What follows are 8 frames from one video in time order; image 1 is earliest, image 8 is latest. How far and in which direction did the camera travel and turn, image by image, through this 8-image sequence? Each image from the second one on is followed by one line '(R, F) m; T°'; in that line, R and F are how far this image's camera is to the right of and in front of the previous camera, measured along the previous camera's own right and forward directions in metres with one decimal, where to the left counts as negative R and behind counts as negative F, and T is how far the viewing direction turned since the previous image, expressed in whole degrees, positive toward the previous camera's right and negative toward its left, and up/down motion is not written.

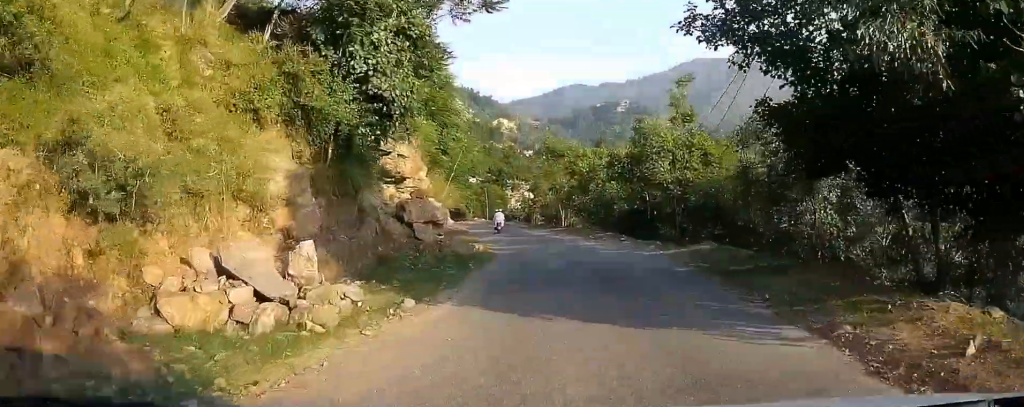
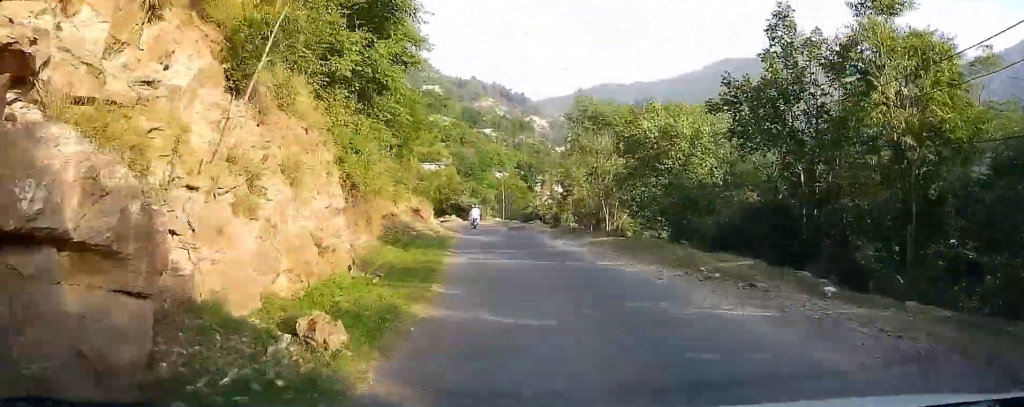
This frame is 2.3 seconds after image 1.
(0.0, +16.0) m; -3°
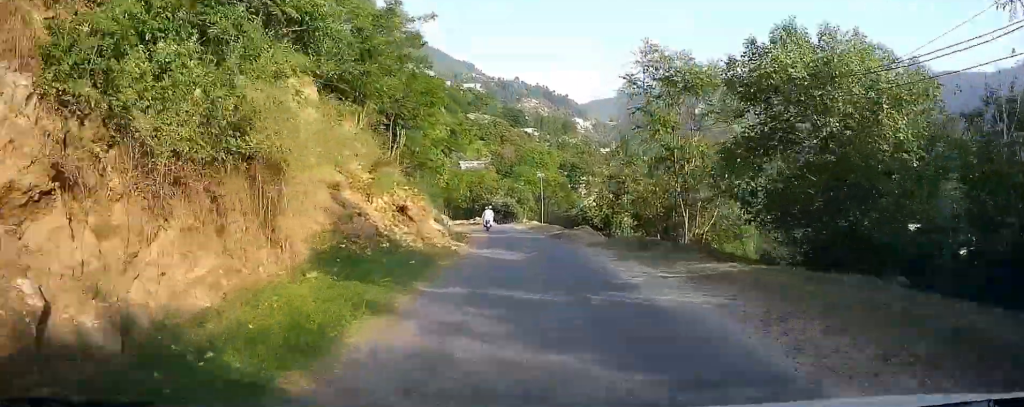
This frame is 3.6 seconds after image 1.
(-0.5, +10.0) m; -3°
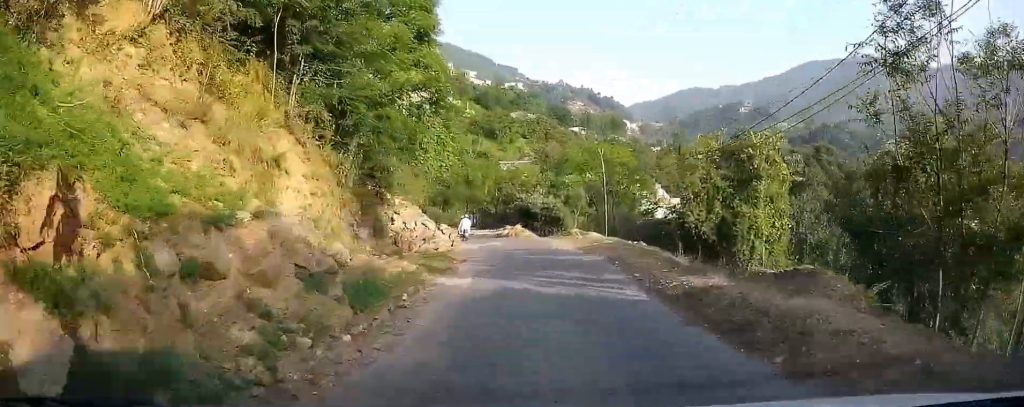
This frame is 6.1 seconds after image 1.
(-0.6, +19.0) m; -5°
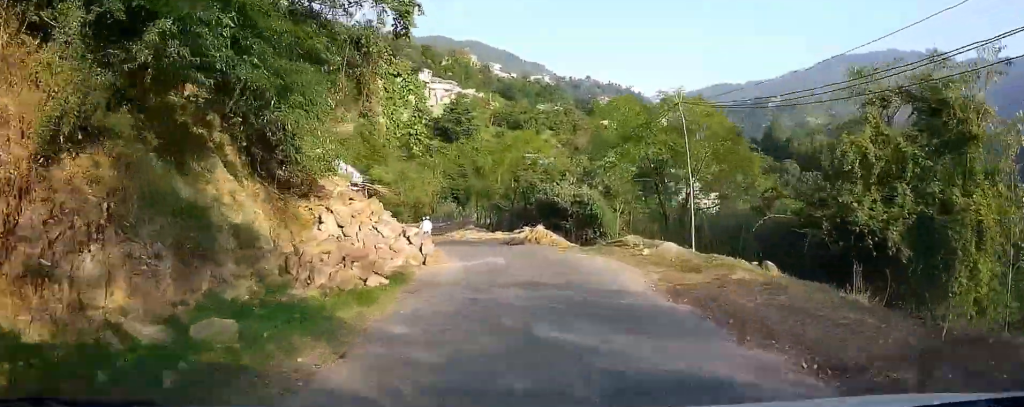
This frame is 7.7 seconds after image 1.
(-0.6, +12.3) m; -4°
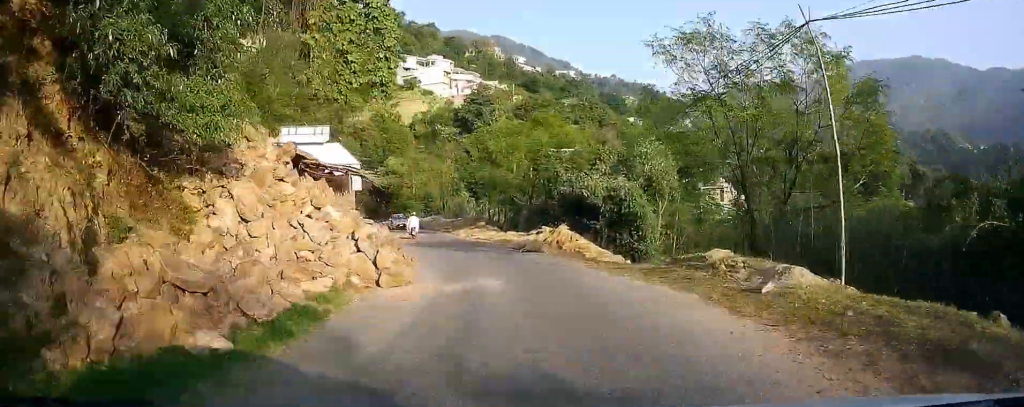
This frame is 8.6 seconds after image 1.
(-0.1, +6.9) m; -2°
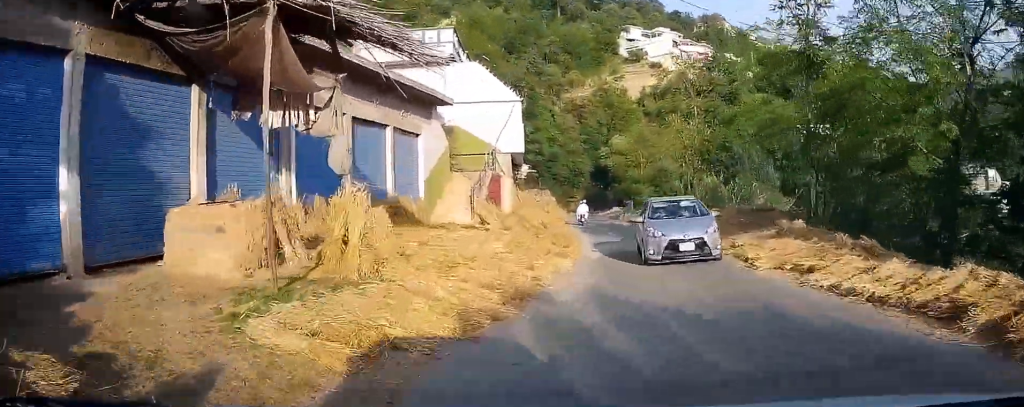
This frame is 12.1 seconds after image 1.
(-2.4, +23.6) m; -16°
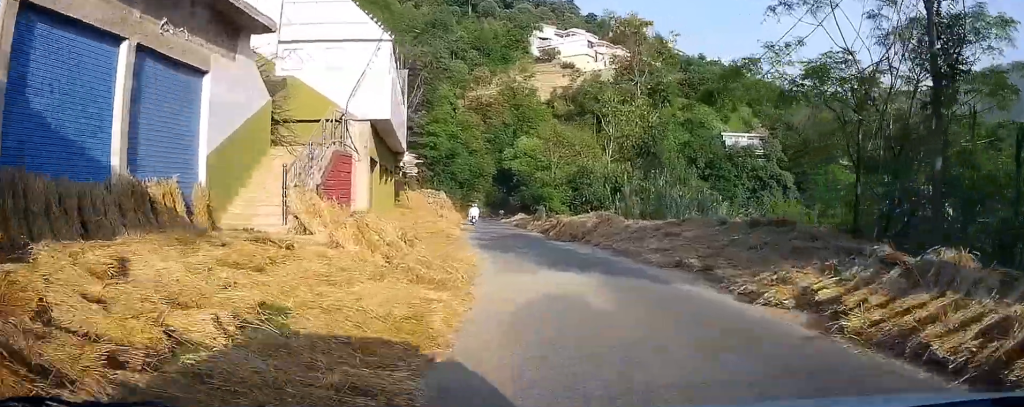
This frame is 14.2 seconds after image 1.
(-1.5, +12.8) m; -5°
